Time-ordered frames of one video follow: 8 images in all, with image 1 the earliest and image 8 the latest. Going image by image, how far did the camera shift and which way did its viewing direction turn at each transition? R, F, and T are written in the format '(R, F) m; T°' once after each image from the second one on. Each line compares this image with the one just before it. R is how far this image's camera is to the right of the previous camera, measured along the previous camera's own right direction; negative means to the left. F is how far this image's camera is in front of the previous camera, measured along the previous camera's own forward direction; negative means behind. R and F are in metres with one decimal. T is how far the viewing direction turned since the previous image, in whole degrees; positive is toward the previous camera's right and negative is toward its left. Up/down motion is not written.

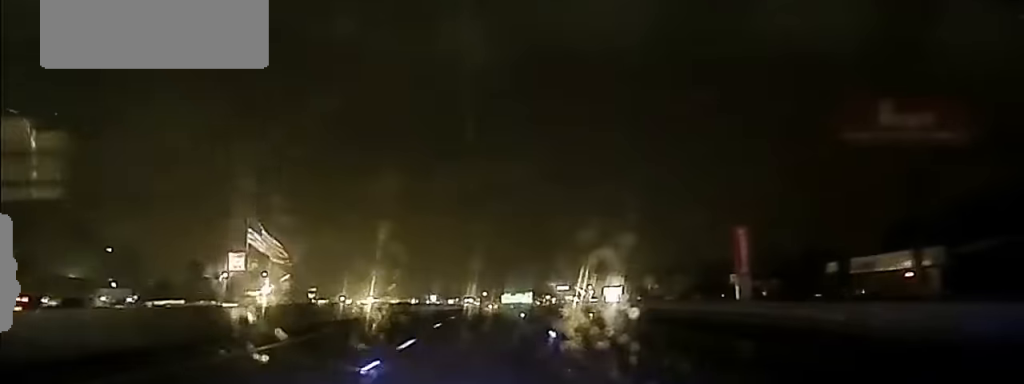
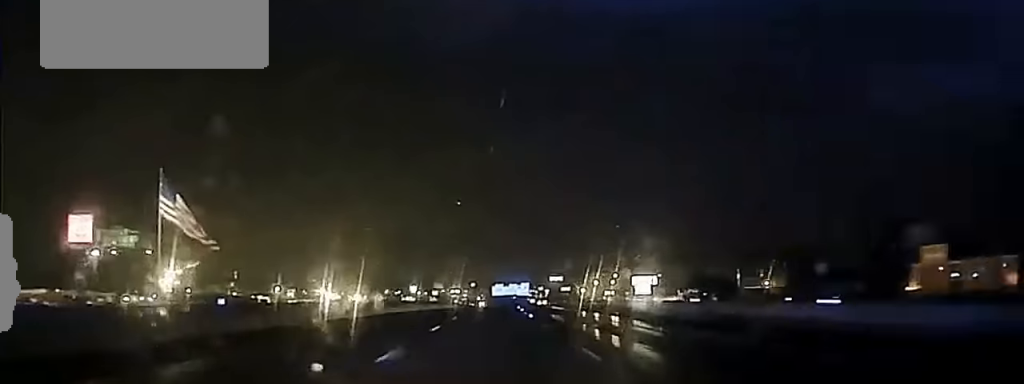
(0.0, +71.2) m; 0°
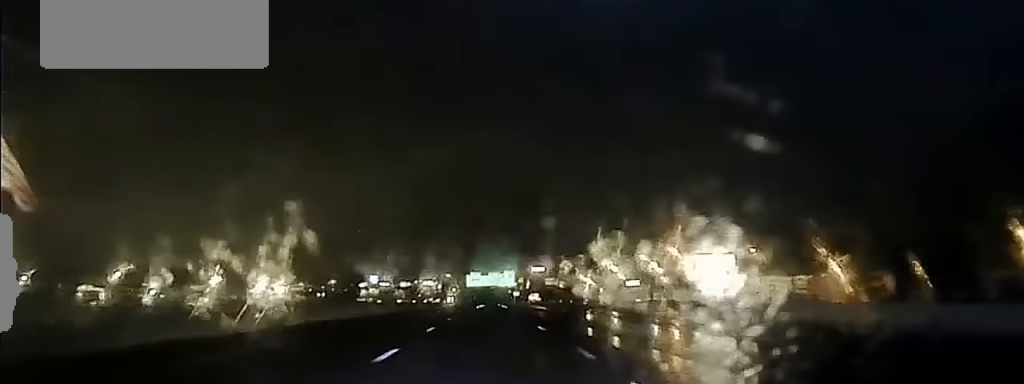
(+0.8, +83.5) m; +1°
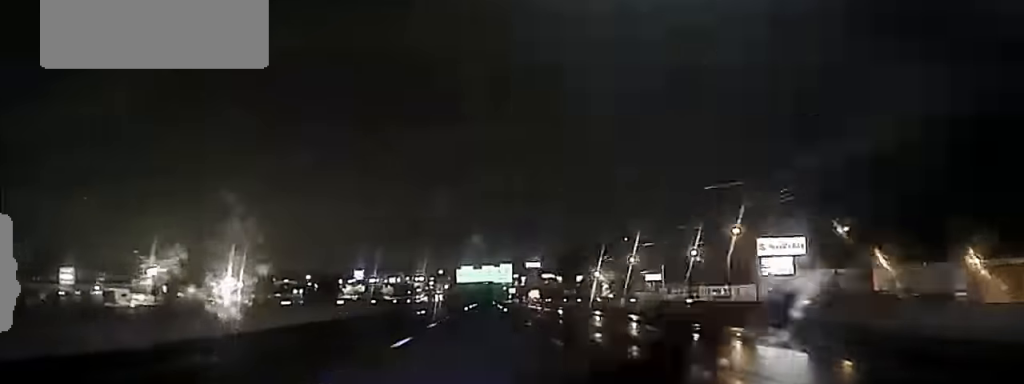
(+0.2, +32.8) m; +1°
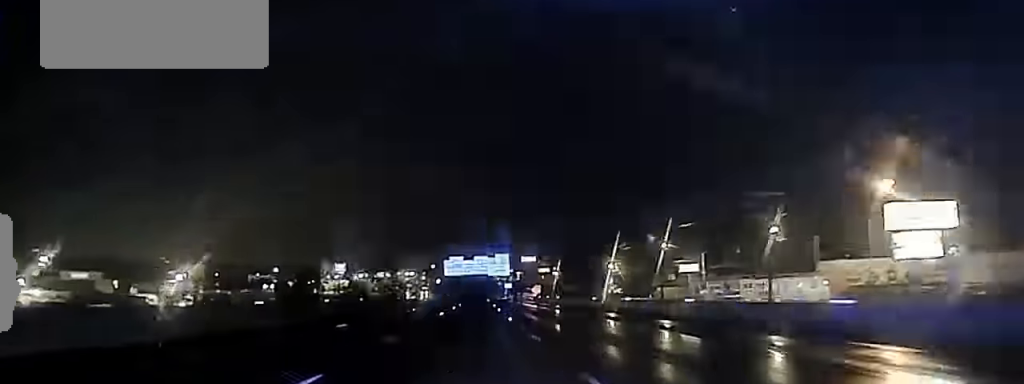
(0.0, +36.7) m; +1°
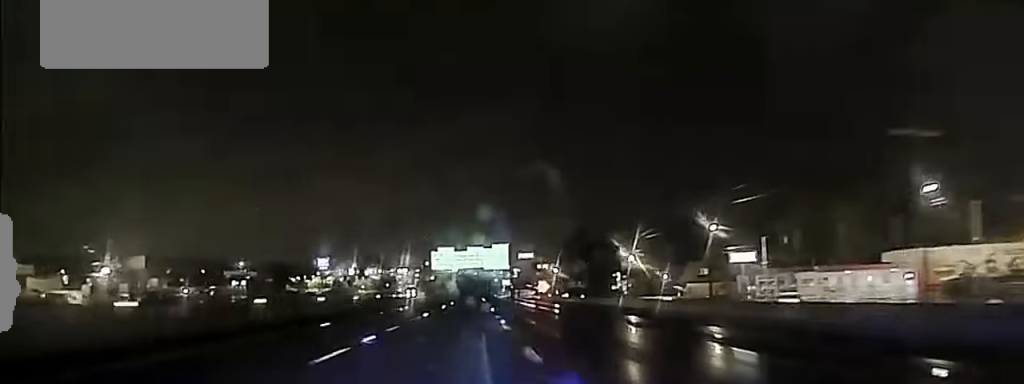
(+0.3, +35.3) m; 0°
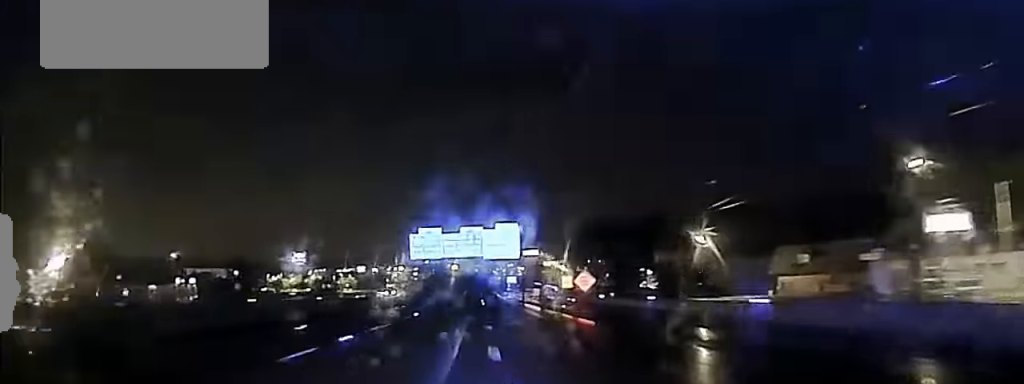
(+0.1, +52.9) m; 0°
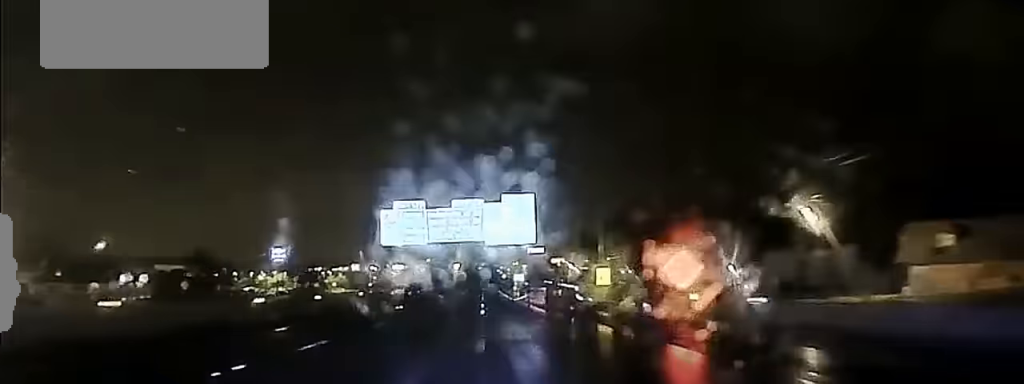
(-0.1, +33.4) m; 0°
